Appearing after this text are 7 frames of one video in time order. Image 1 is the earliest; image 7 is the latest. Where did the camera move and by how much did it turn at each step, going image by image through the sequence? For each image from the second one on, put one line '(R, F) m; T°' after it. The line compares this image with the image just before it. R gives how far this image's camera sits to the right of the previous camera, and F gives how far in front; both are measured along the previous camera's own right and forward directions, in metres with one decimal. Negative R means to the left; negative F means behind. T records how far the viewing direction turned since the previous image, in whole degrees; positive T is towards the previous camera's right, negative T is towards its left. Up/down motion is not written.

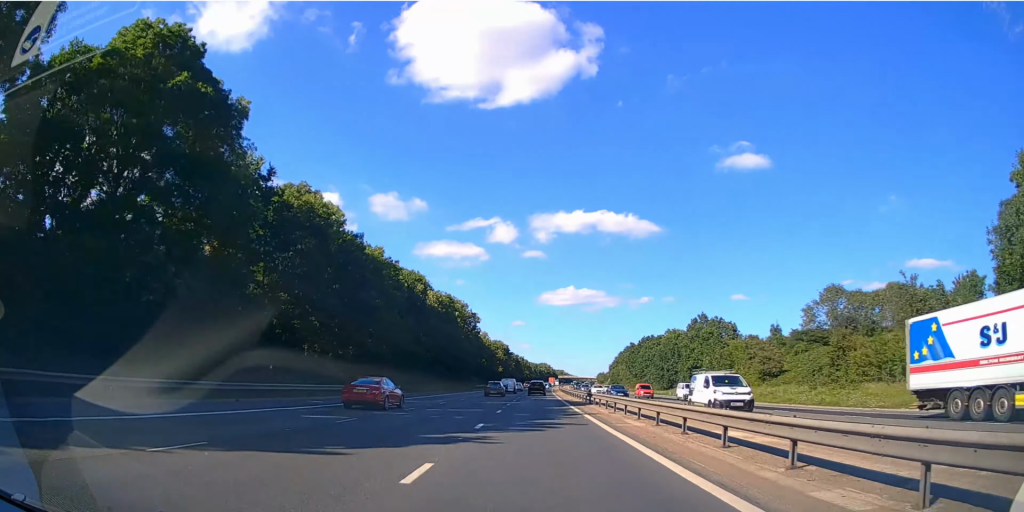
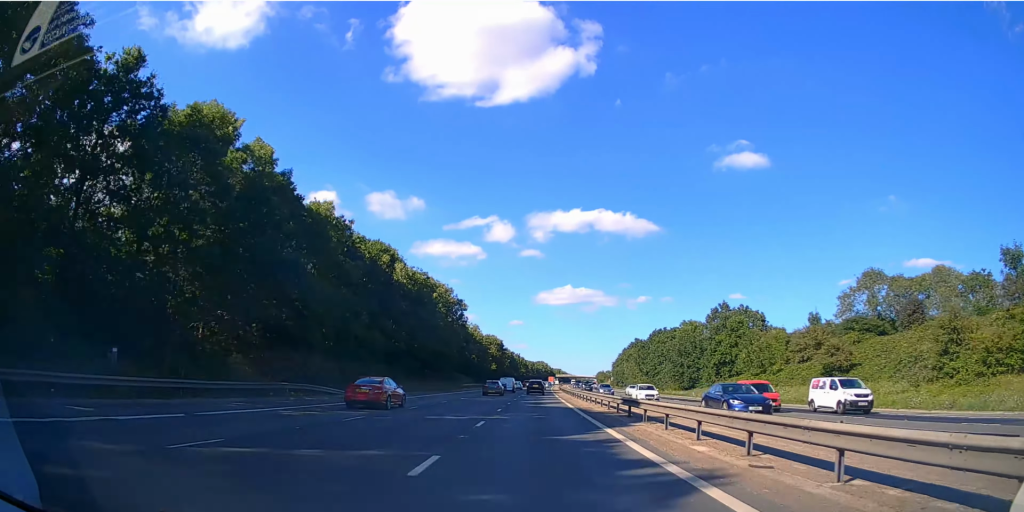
(+0.1, +17.5) m; +1°
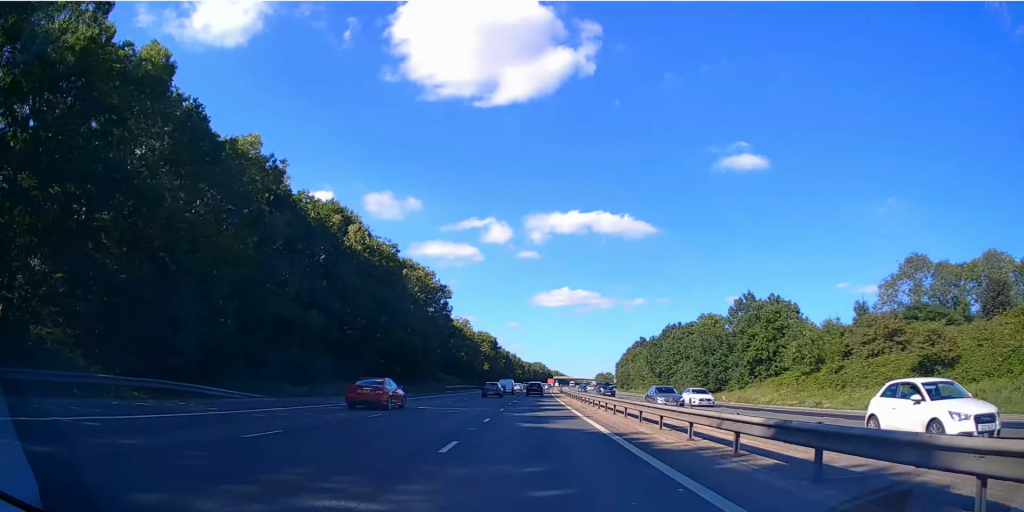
(+0.1, +14.9) m; 0°
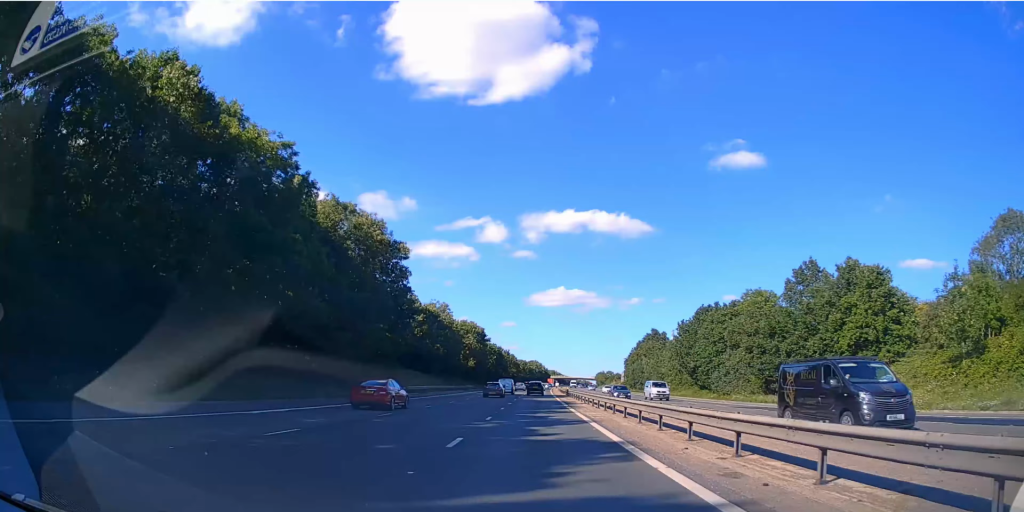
(+0.1, +26.4) m; 0°
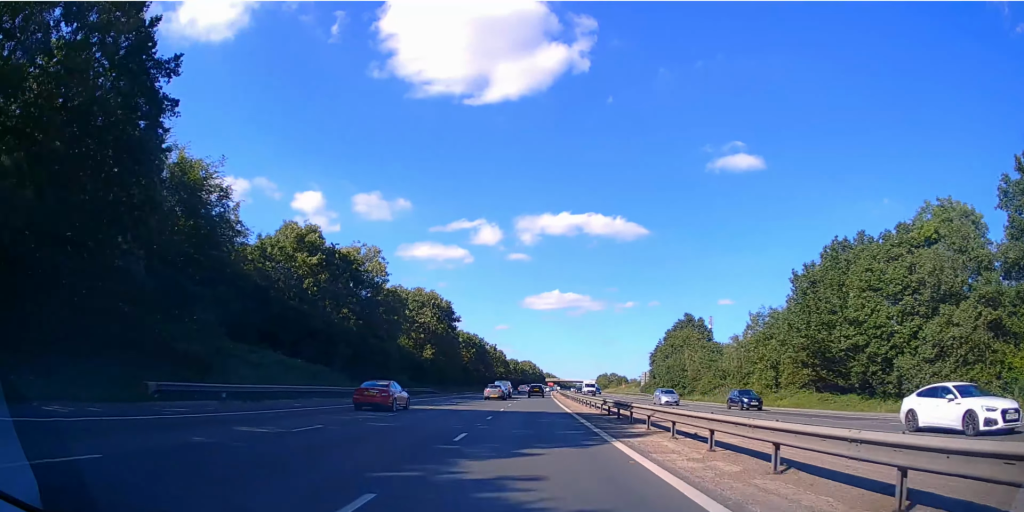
(+0.3, +44.2) m; +1°
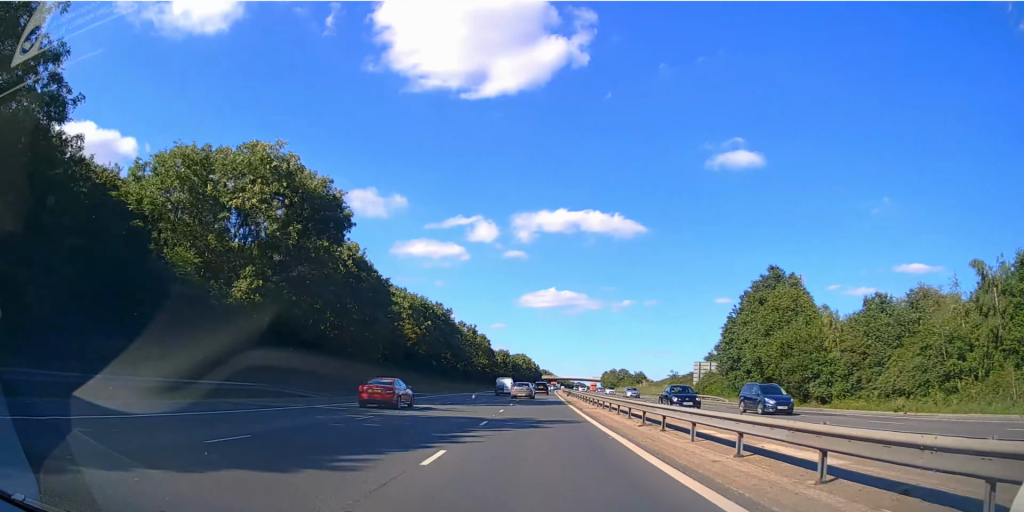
(+0.2, +49.3) m; 0°
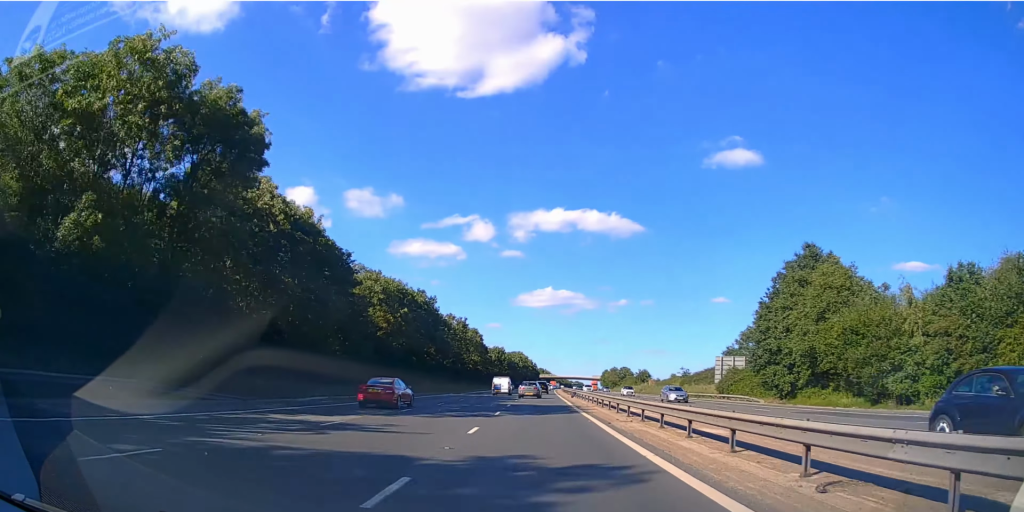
(0.0, +12.9) m; 0°
